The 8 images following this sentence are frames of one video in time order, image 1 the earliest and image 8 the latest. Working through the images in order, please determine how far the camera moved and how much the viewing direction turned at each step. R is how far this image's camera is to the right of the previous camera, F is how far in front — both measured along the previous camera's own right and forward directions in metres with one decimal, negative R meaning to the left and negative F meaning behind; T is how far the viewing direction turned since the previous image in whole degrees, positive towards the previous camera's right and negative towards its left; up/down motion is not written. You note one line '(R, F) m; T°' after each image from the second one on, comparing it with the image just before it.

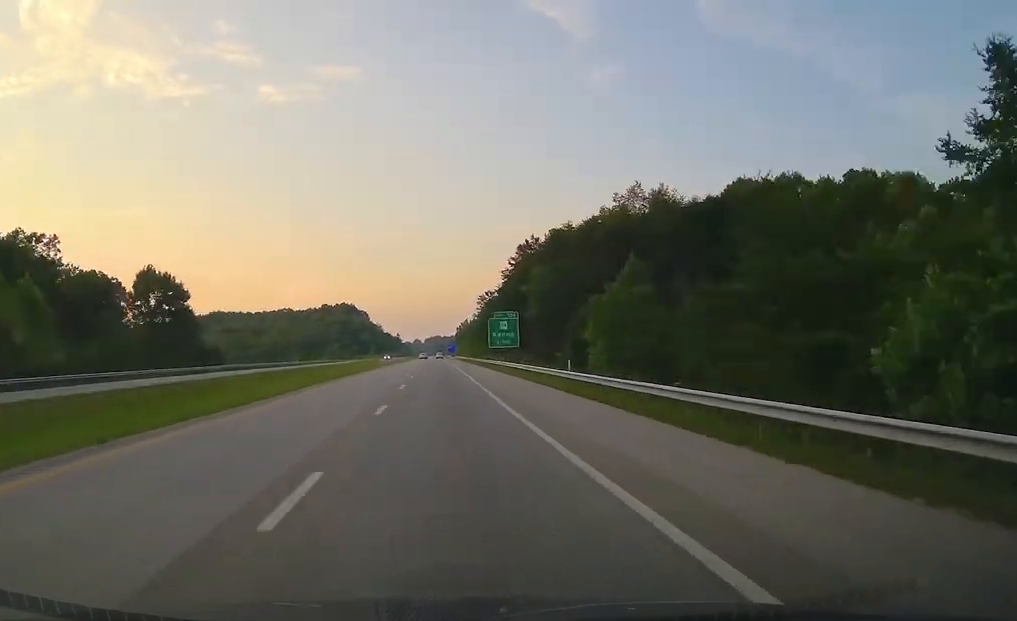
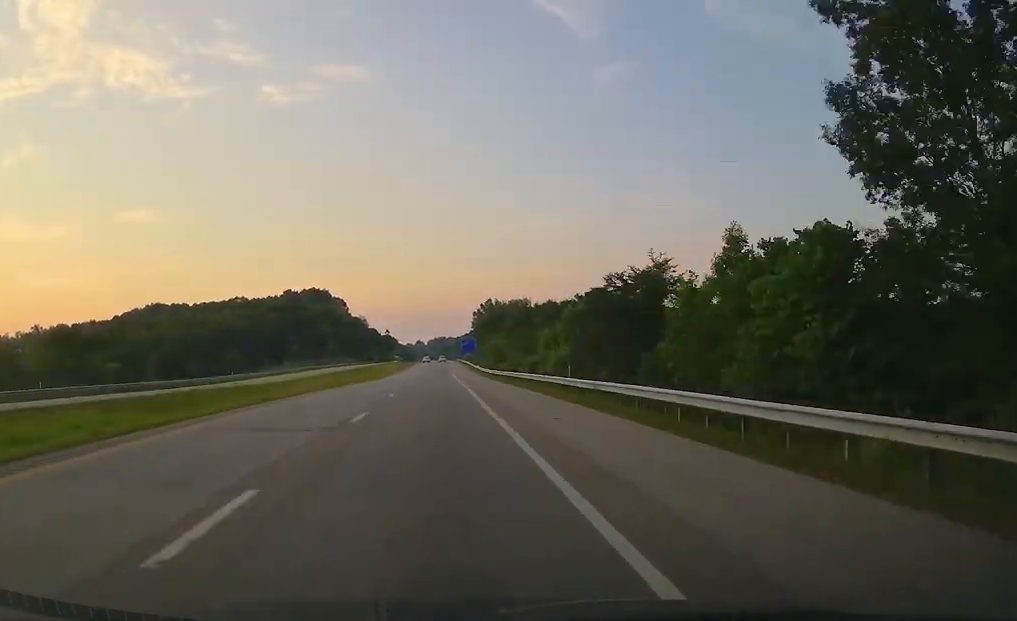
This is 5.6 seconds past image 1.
(-0.6, +182.9) m; 0°
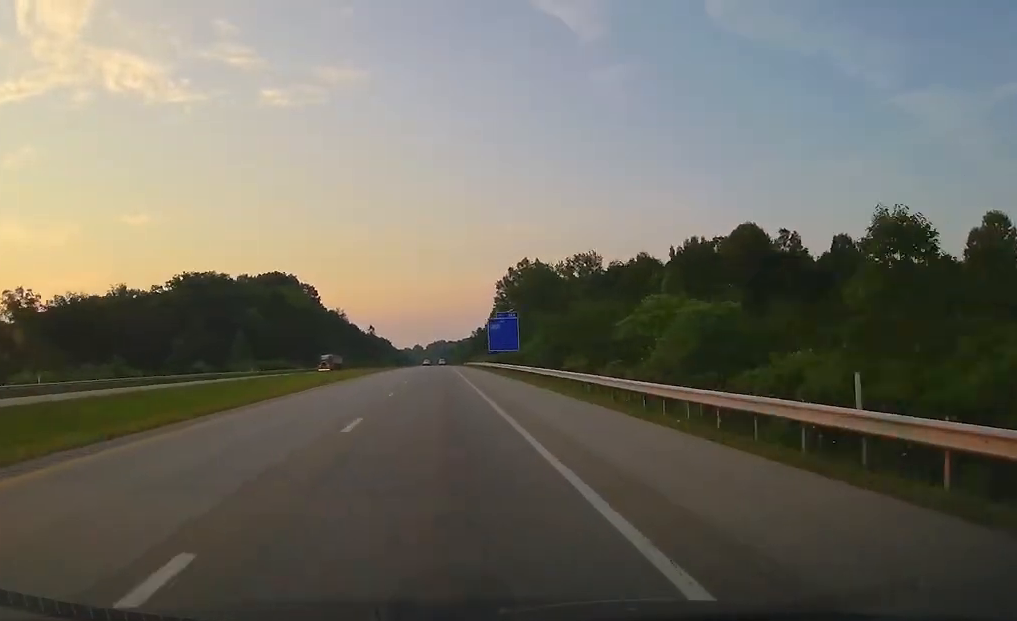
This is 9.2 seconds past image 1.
(0.0, +116.3) m; 0°
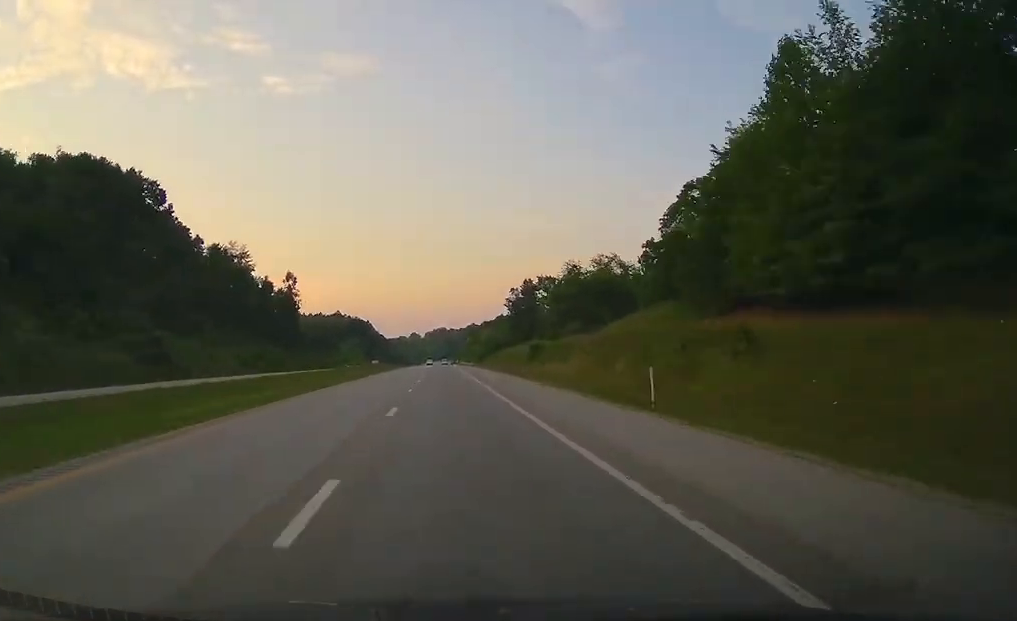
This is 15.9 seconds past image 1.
(+1.3, +215.4) m; 0°
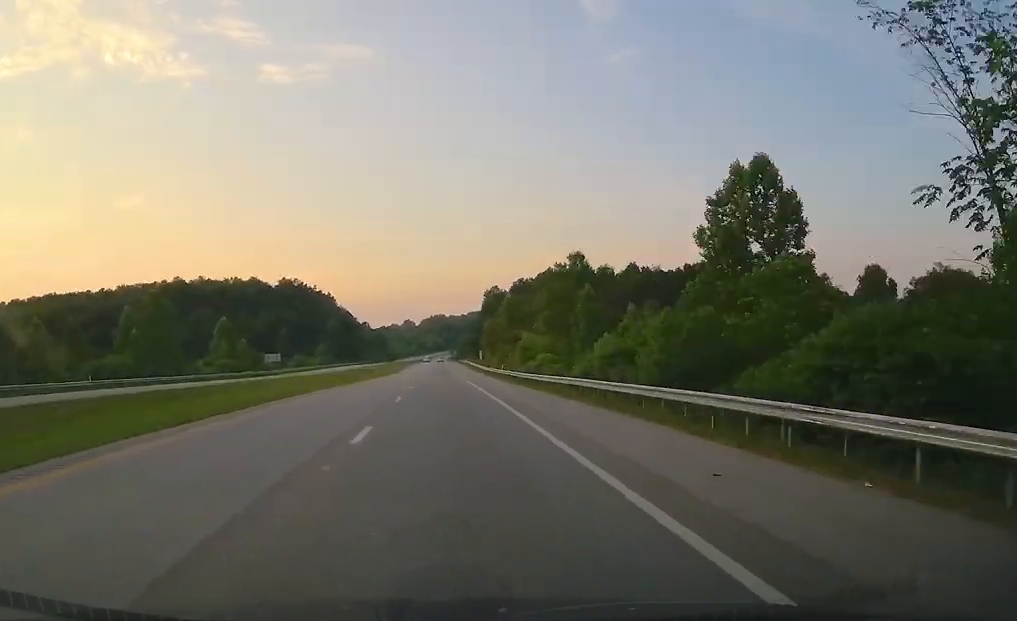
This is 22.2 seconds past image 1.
(-0.6, +202.6) m; -1°
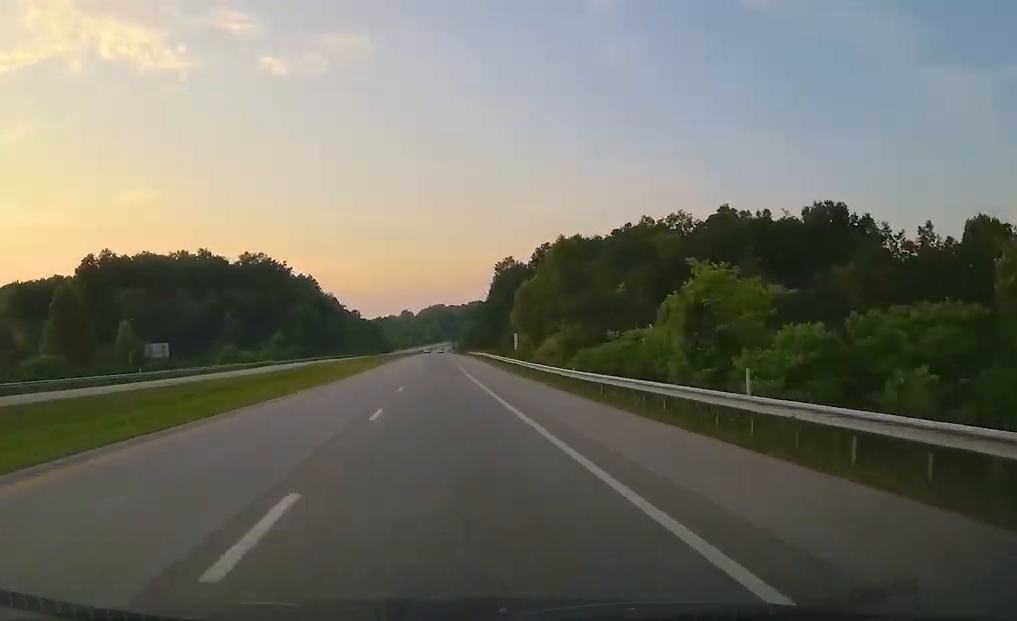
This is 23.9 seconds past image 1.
(-0.4, +56.6) m; 0°
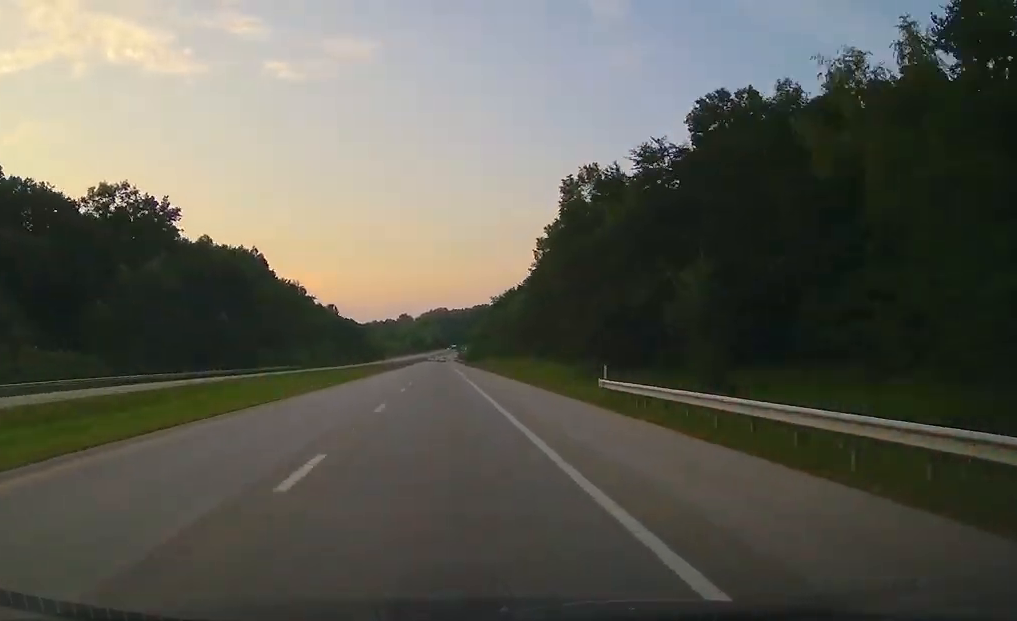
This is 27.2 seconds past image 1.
(+0.2, +109.4) m; 0°
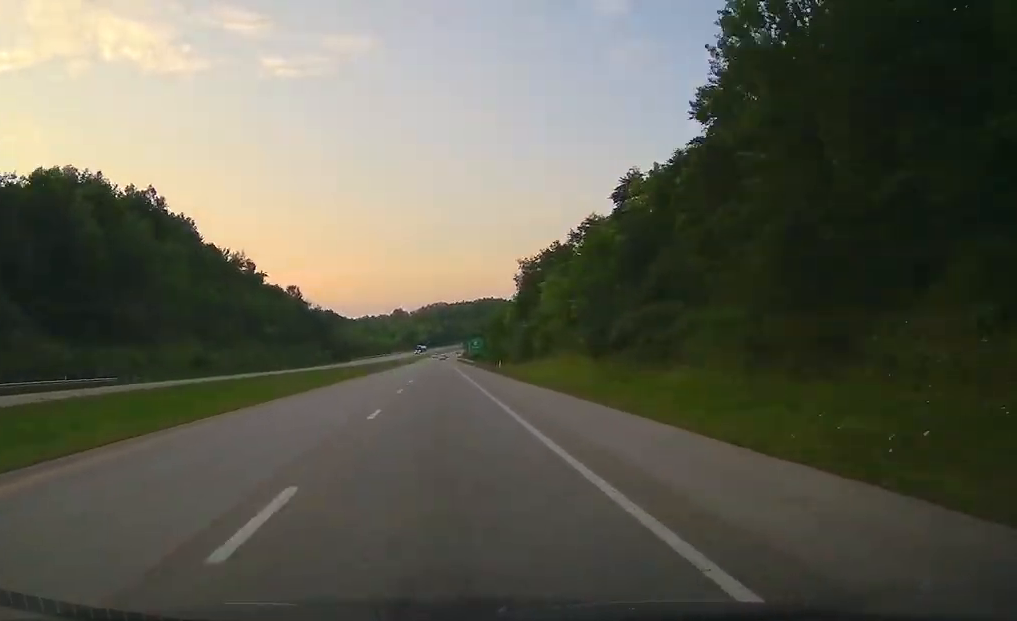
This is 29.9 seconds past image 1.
(+1.1, +87.9) m; 0°
